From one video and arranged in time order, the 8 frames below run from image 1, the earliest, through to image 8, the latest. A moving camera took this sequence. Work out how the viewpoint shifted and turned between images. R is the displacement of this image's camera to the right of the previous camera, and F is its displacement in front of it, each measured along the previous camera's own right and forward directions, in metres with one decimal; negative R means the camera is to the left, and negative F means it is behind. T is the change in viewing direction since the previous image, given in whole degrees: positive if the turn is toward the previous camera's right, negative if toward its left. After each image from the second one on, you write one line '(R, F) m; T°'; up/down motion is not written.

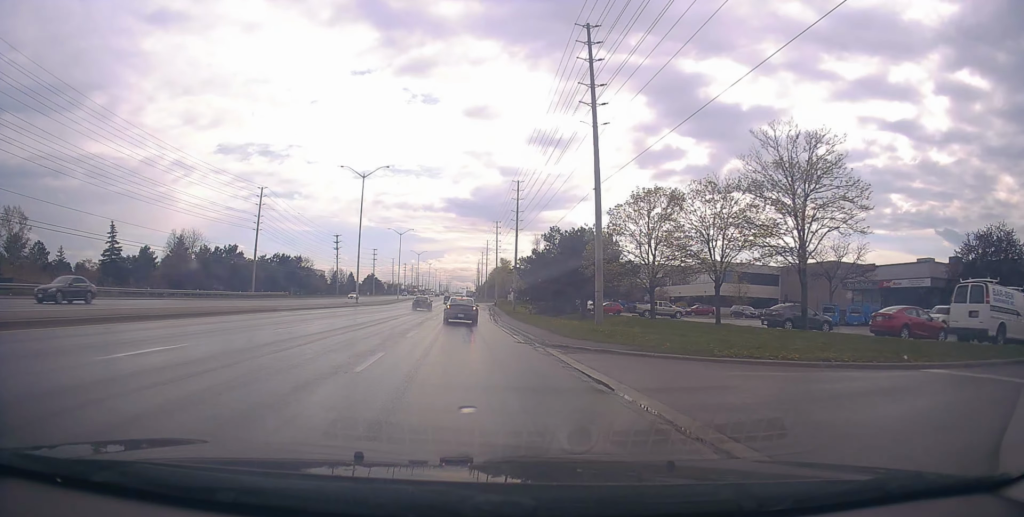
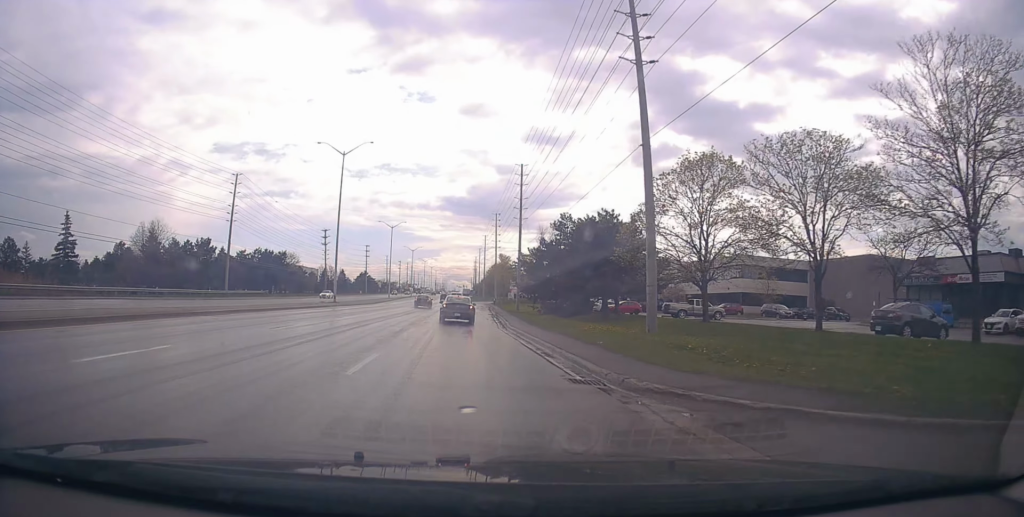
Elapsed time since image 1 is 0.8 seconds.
(+0.2, +9.6) m; +1°
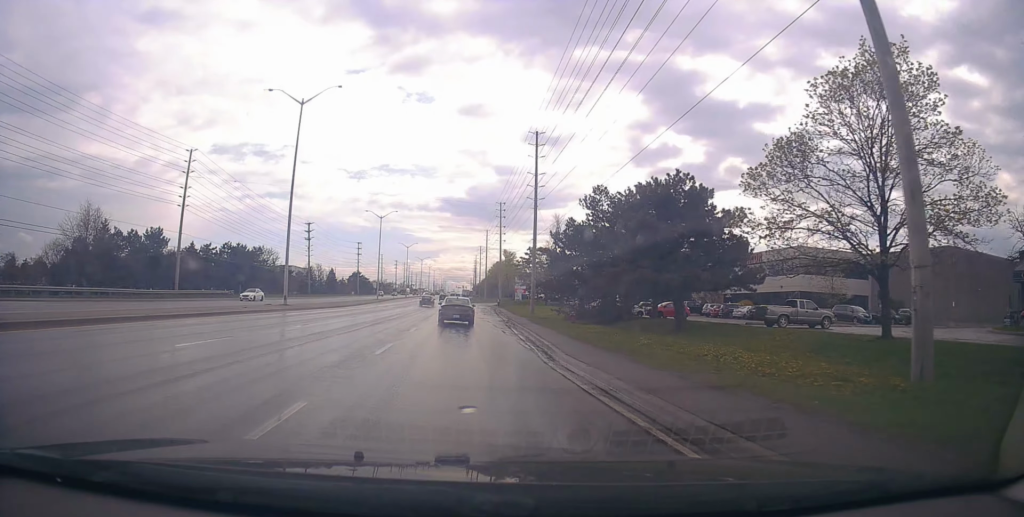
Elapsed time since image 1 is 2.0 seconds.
(-0.2, +14.8) m; -2°
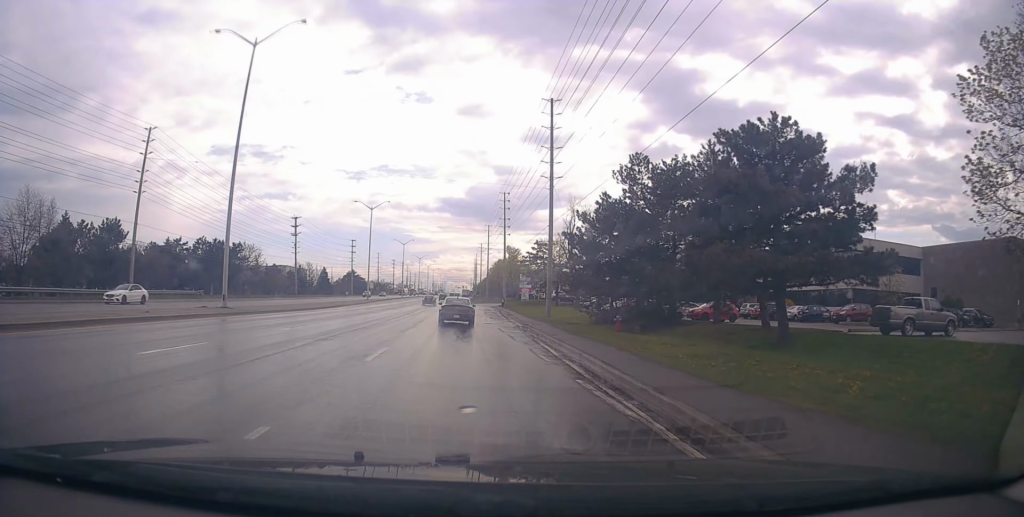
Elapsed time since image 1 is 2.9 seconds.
(-0.1, +10.0) m; 0°
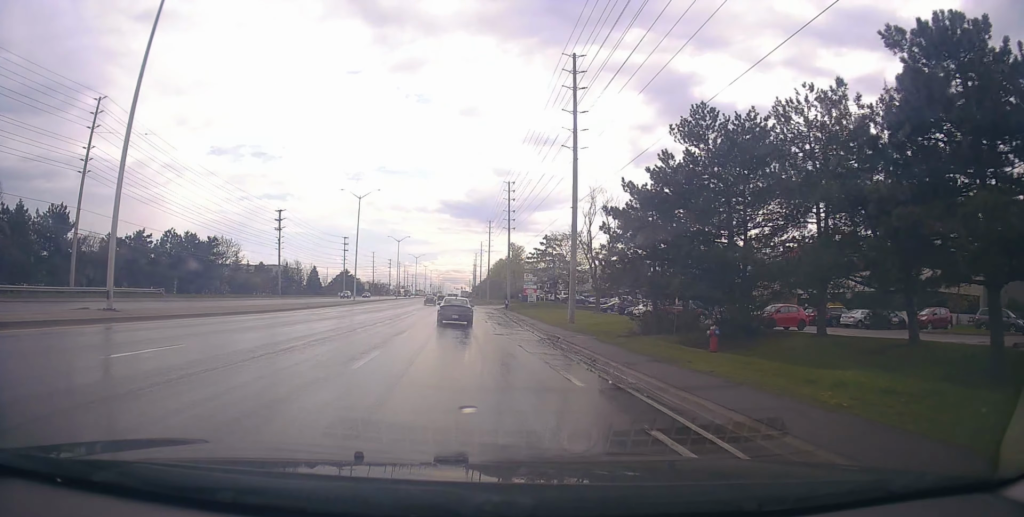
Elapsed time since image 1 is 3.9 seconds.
(0.0, +9.7) m; +2°
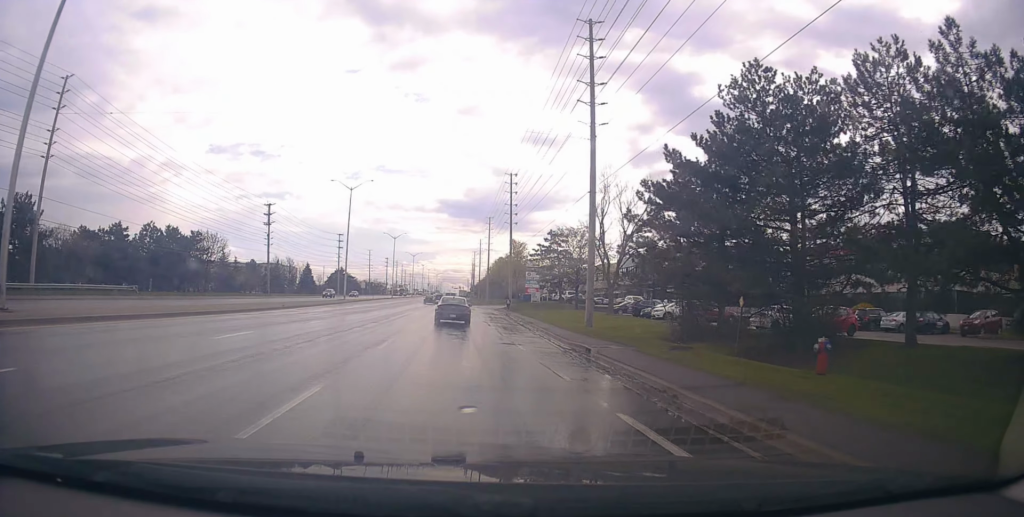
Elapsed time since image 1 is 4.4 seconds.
(-0.1, +5.5) m; +2°
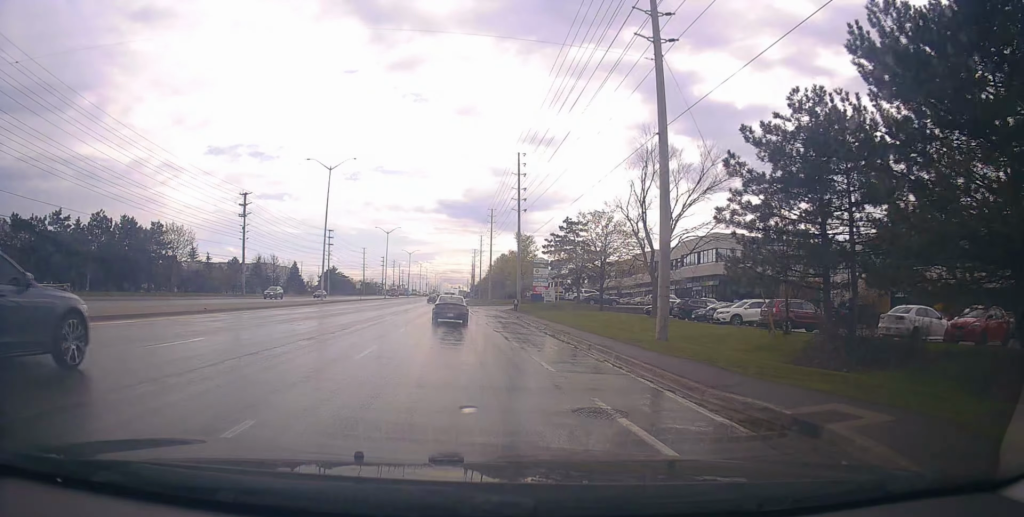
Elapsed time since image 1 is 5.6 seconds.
(+0.3, +11.0) m; -4°
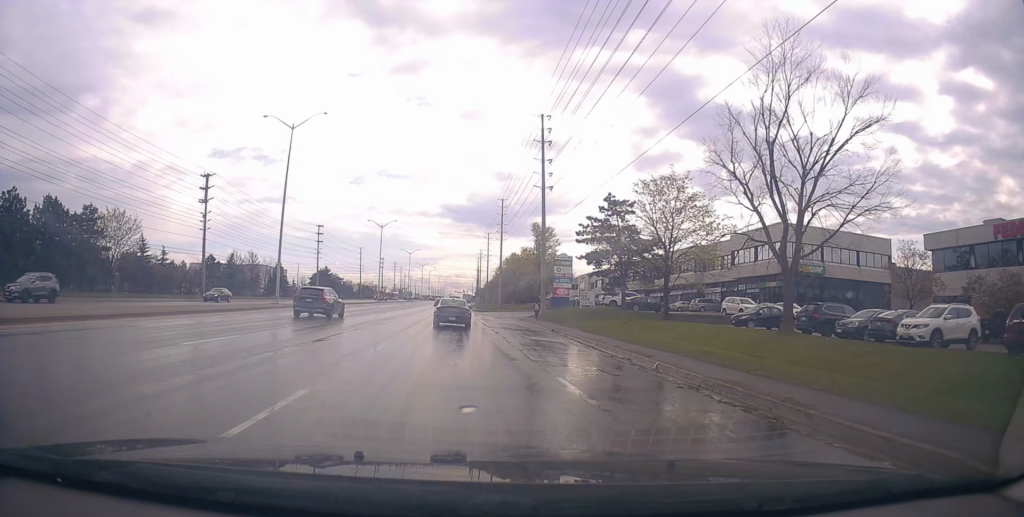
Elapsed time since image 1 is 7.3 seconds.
(-0.3, +15.8) m; 0°
